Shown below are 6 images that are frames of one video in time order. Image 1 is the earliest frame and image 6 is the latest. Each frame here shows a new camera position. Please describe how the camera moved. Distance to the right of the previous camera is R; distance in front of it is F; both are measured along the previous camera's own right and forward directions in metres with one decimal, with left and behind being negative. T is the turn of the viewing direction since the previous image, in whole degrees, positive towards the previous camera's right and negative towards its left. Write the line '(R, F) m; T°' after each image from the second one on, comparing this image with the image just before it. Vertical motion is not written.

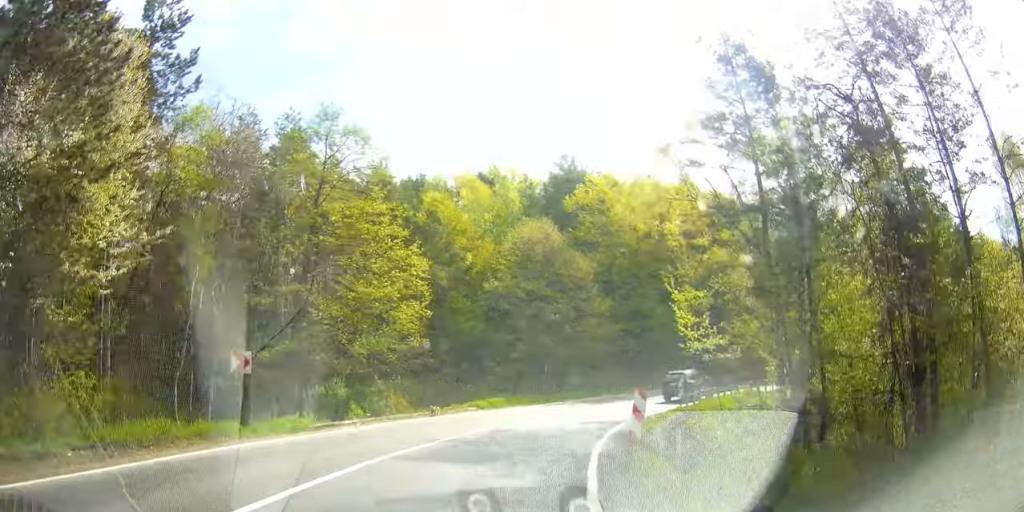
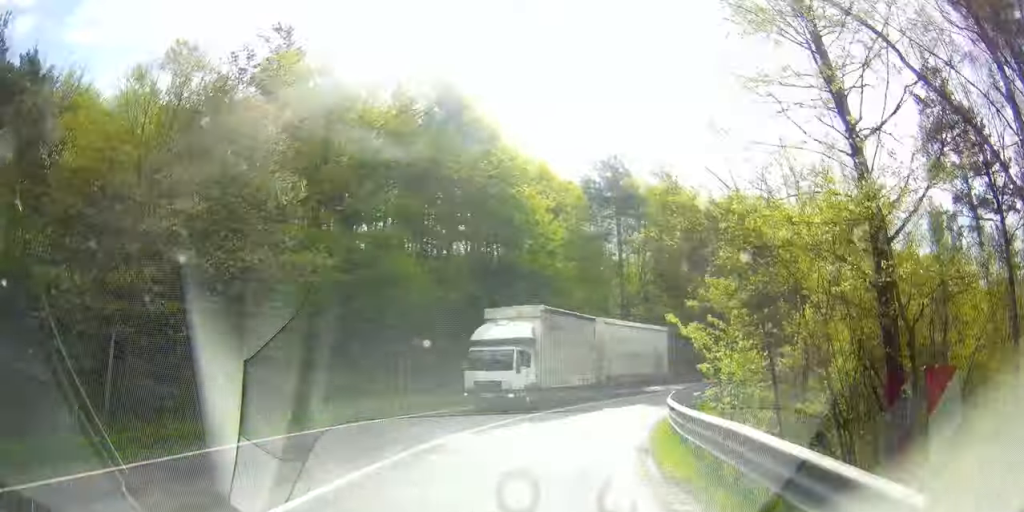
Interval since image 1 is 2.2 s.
(0.0, +54.7) m; 0°
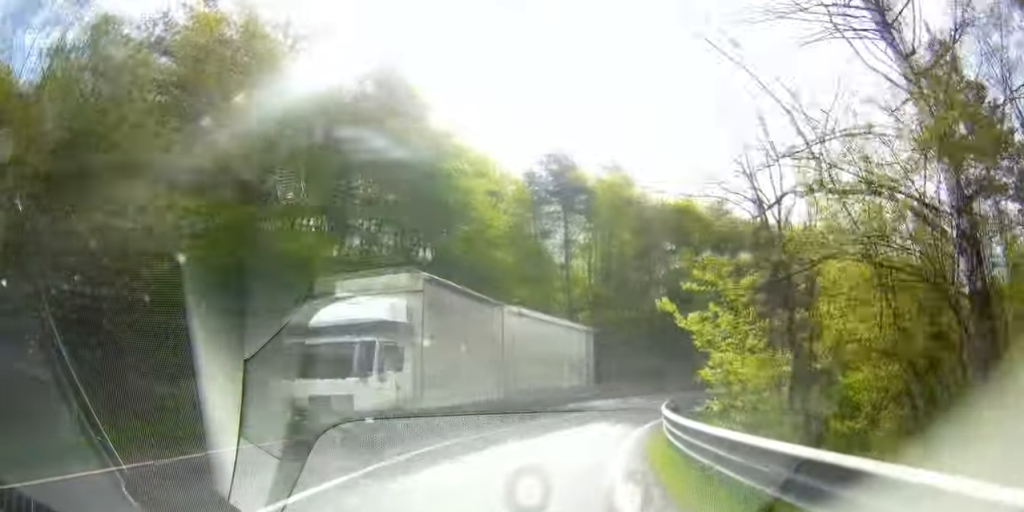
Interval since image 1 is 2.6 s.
(0.0, +11.5) m; 0°
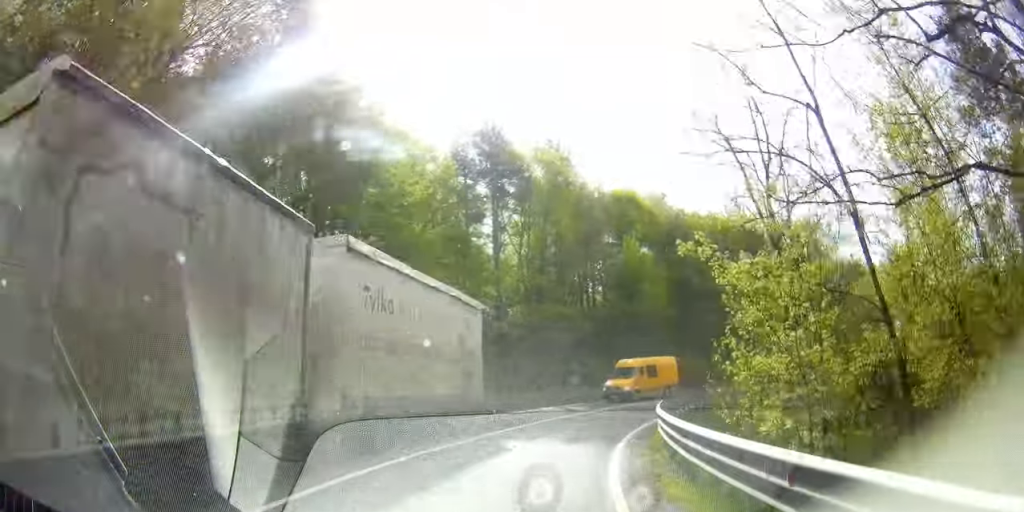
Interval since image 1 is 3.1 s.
(0.0, +12.0) m; 0°
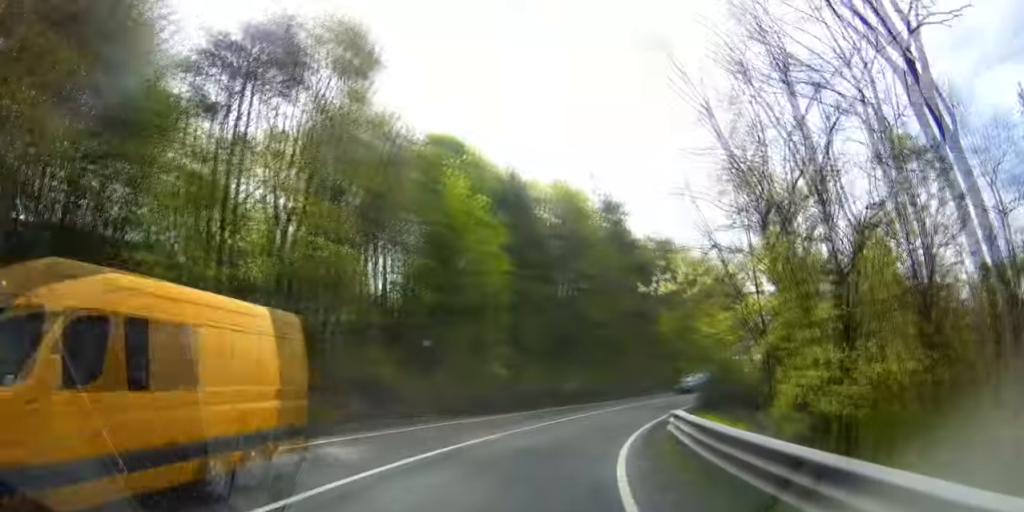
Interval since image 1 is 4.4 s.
(0.0, +31.3) m; +10°
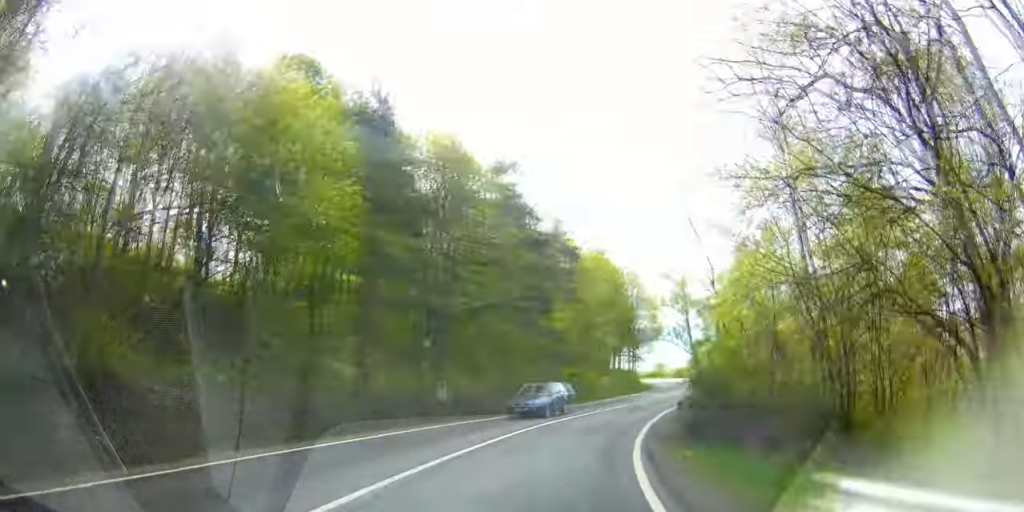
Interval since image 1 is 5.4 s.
(+3.3, +14.9) m; +28°
